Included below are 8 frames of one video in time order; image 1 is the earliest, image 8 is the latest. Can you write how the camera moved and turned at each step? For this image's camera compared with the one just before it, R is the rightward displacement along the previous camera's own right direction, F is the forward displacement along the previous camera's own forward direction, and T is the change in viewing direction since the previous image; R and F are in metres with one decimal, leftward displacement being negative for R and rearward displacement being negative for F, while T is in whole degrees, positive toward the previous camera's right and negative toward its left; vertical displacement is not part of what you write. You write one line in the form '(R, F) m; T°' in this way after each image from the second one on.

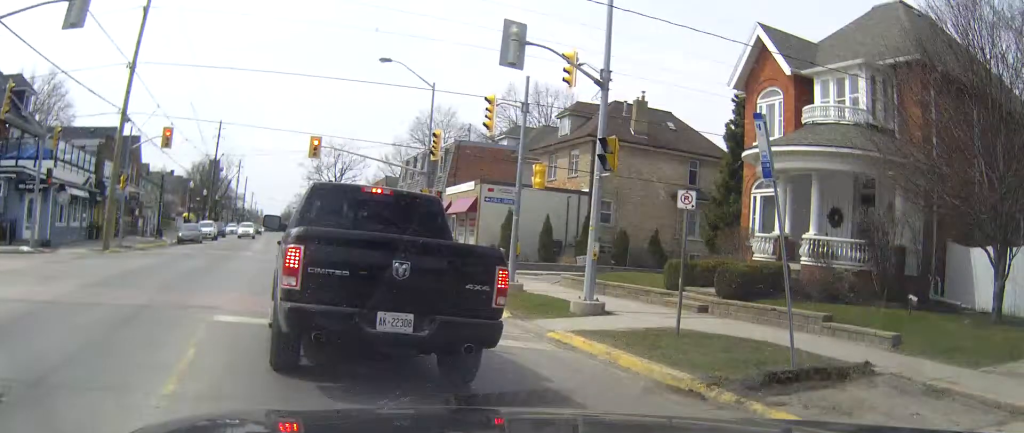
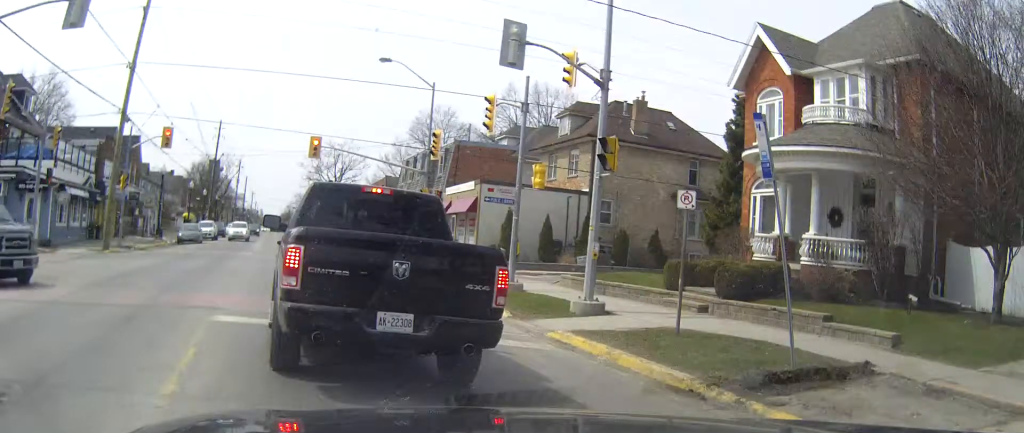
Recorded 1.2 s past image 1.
(0.0, +0.2) m; 0°
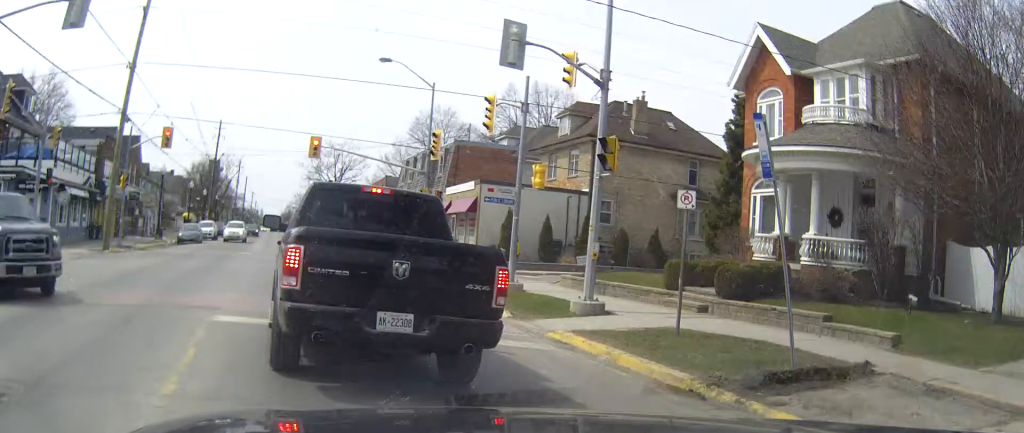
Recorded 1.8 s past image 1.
(0.0, 0.0) m; 0°
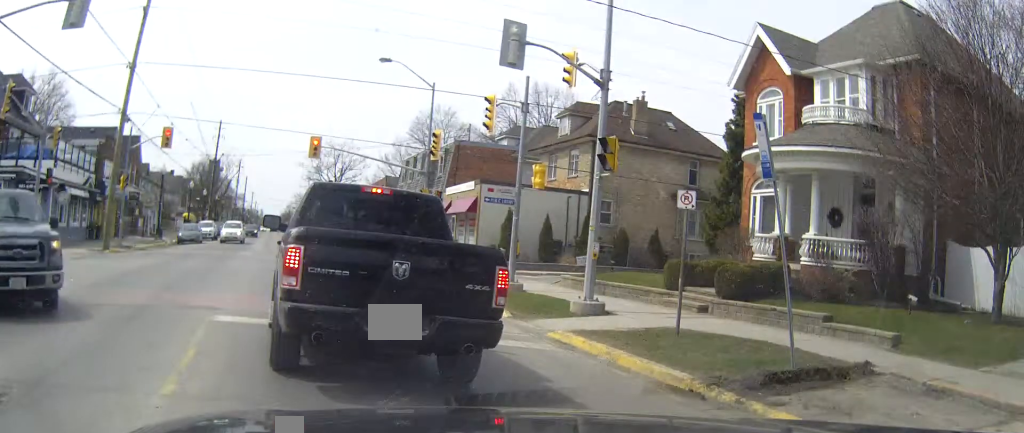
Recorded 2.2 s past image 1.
(0.0, 0.0) m; 0°
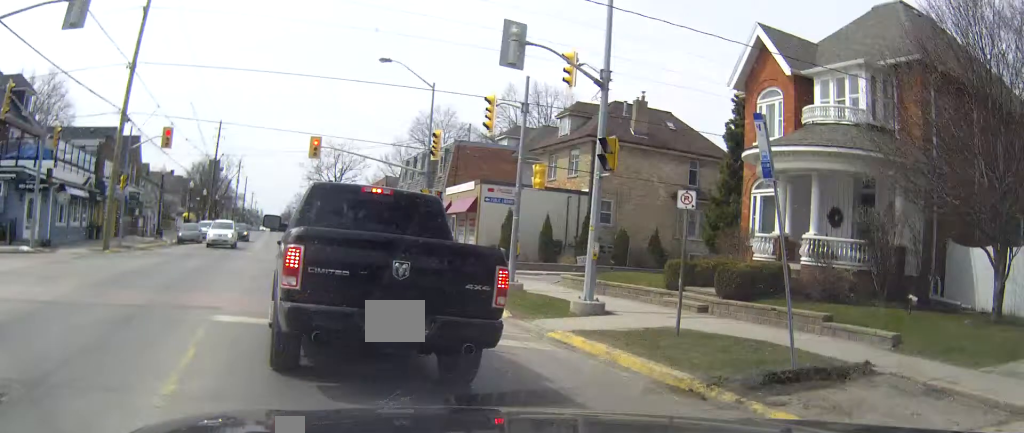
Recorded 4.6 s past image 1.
(-0.1, +0.5) m; 0°
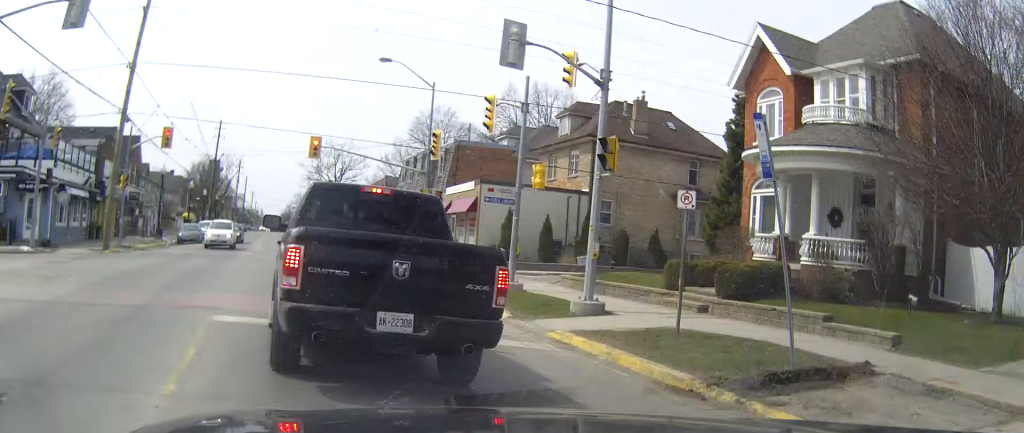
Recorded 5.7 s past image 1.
(0.0, +0.3) m; 0°
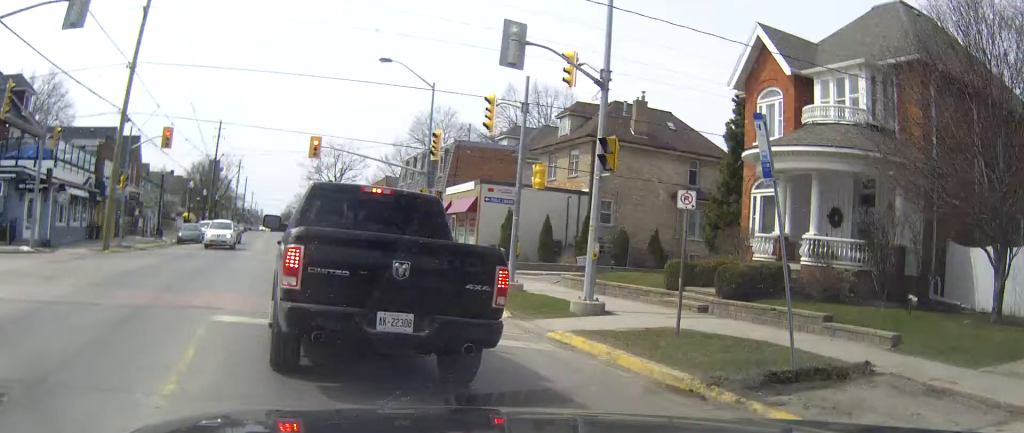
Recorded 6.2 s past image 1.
(0.0, 0.0) m; 0°
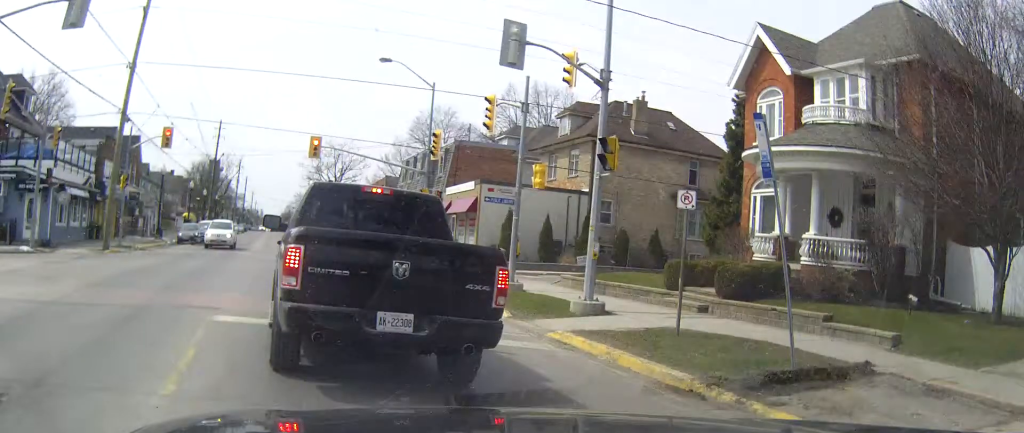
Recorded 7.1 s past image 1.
(0.0, +0.3) m; 0°
